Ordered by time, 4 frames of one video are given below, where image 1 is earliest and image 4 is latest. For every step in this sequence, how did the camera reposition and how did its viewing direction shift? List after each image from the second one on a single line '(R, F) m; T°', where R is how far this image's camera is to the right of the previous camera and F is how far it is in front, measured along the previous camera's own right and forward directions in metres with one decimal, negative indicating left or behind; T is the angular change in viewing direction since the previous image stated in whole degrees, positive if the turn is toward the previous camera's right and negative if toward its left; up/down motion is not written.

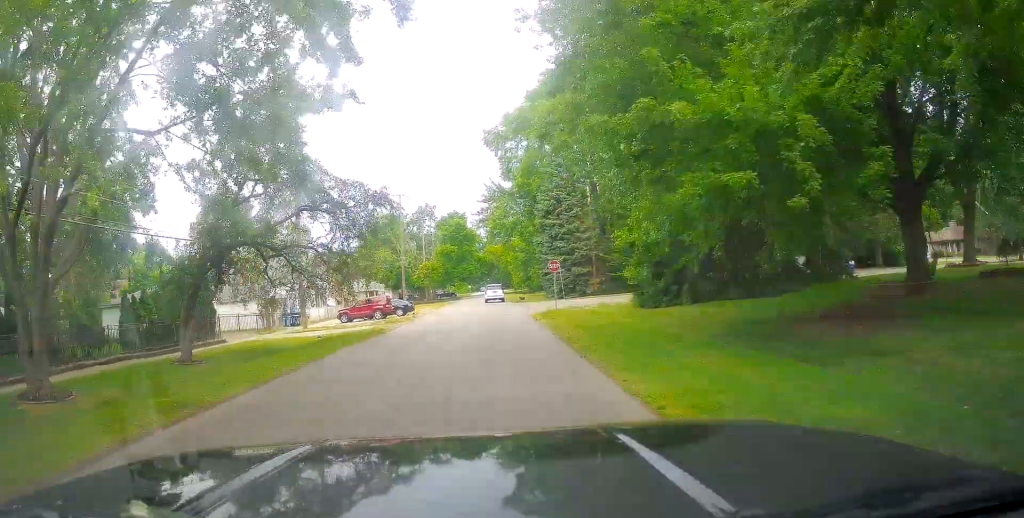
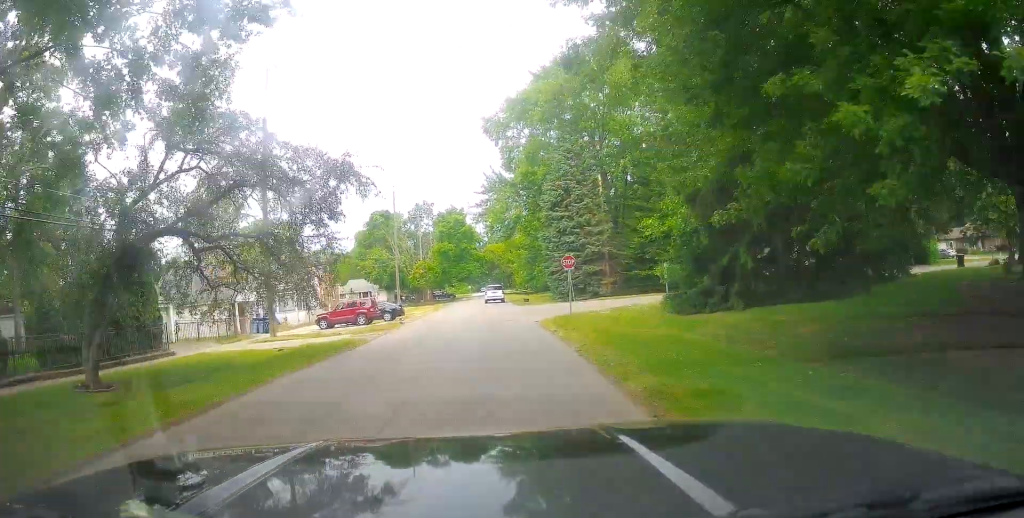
(+0.4, +6.1) m; -2°
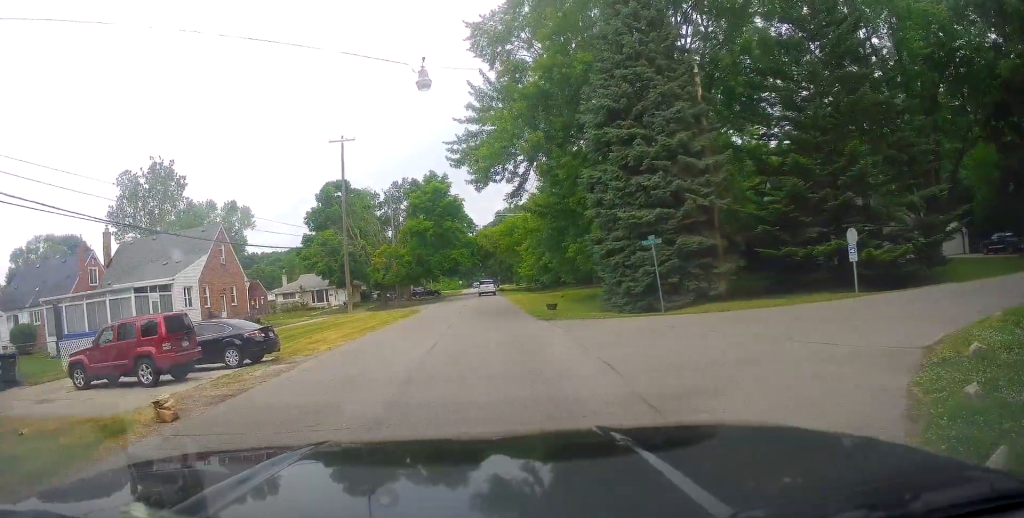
(-0.6, +26.9) m; +1°
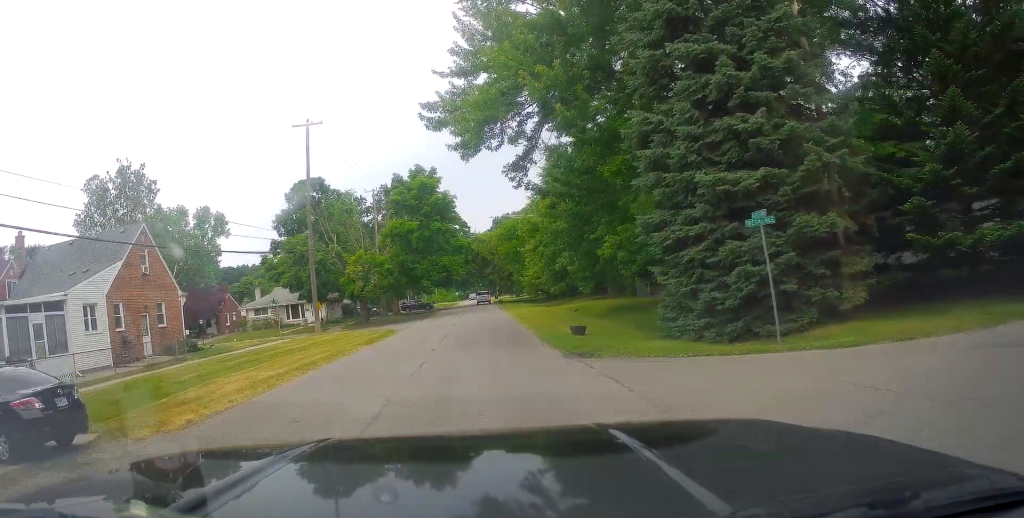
(+0.9, +11.0) m; +5°
